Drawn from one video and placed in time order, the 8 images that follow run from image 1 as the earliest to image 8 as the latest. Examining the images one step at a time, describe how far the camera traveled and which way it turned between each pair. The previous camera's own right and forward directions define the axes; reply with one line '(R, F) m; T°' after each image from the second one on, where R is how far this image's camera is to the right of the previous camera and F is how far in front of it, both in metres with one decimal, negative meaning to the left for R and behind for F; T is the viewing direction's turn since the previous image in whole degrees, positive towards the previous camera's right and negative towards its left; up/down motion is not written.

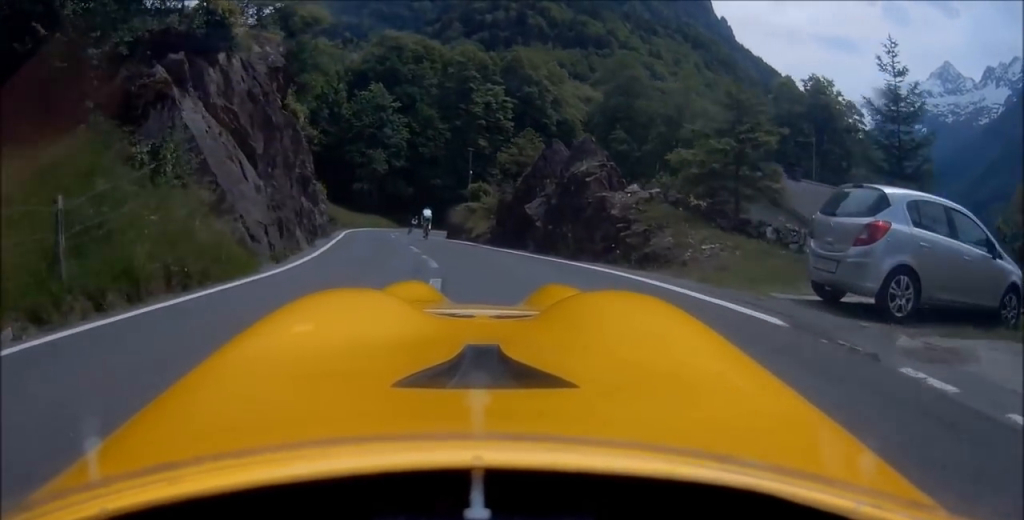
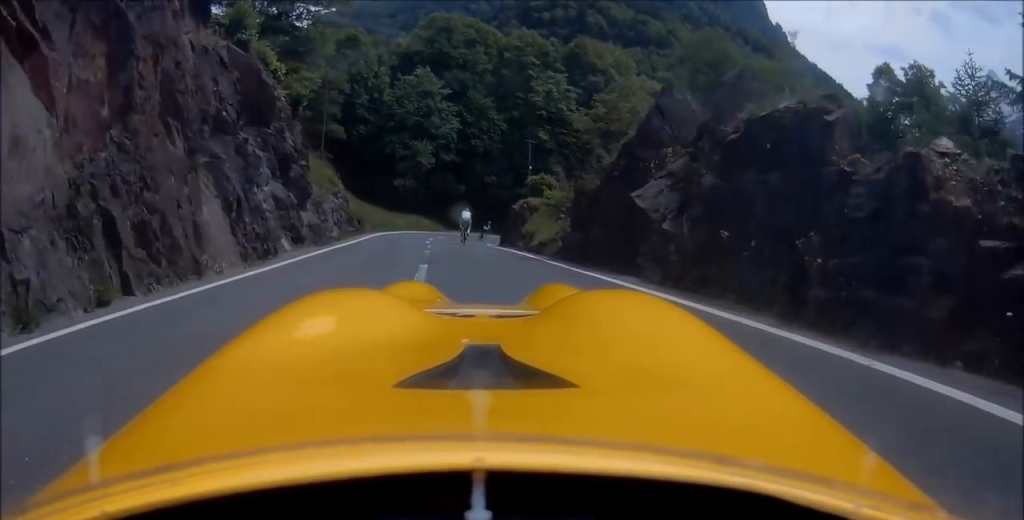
(-0.1, +9.2) m; 0°
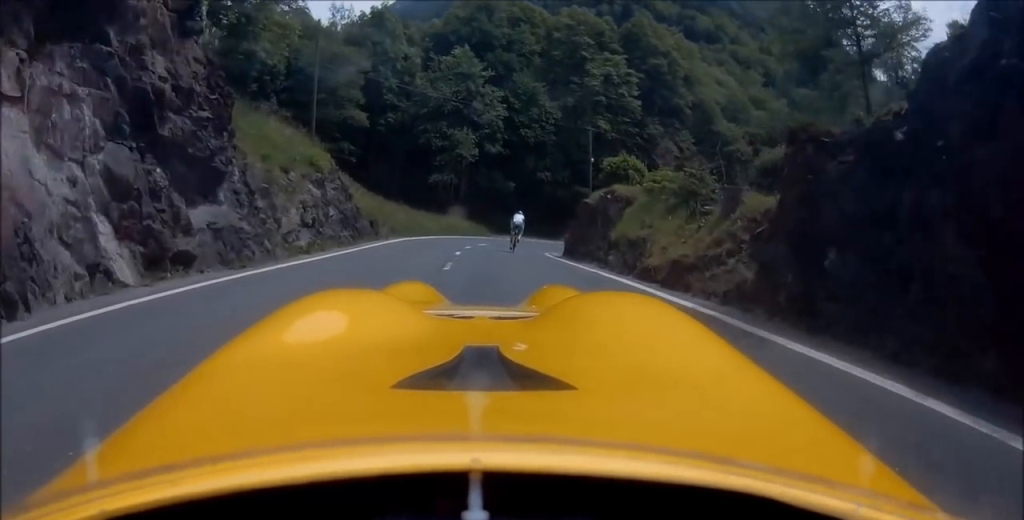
(0.0, +10.0) m; +1°
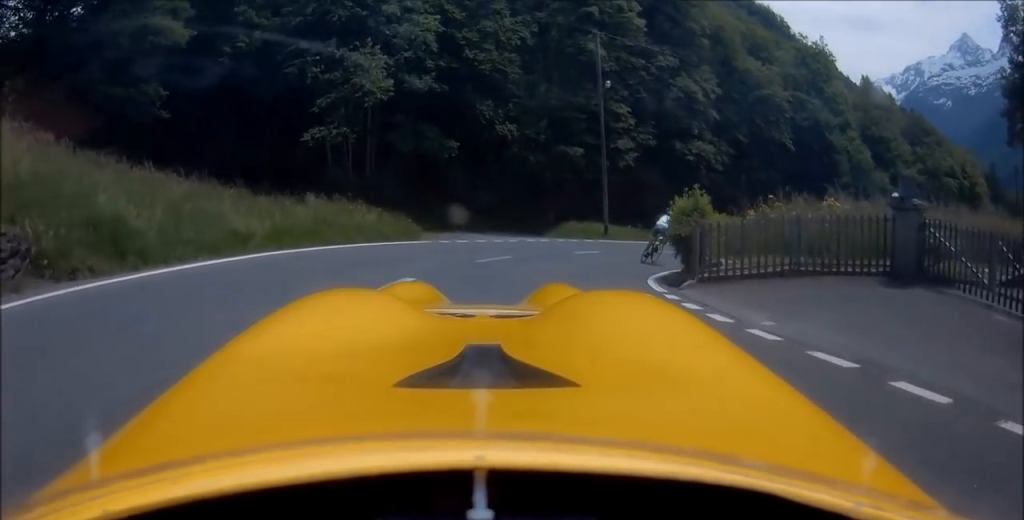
(+0.8, +25.1) m; +8°
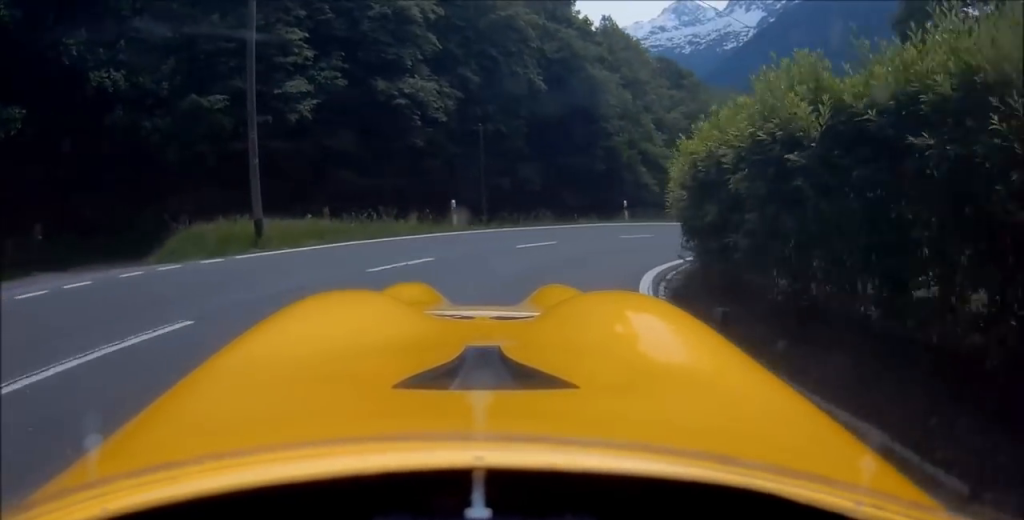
(+1.5, +17.6) m; +6°
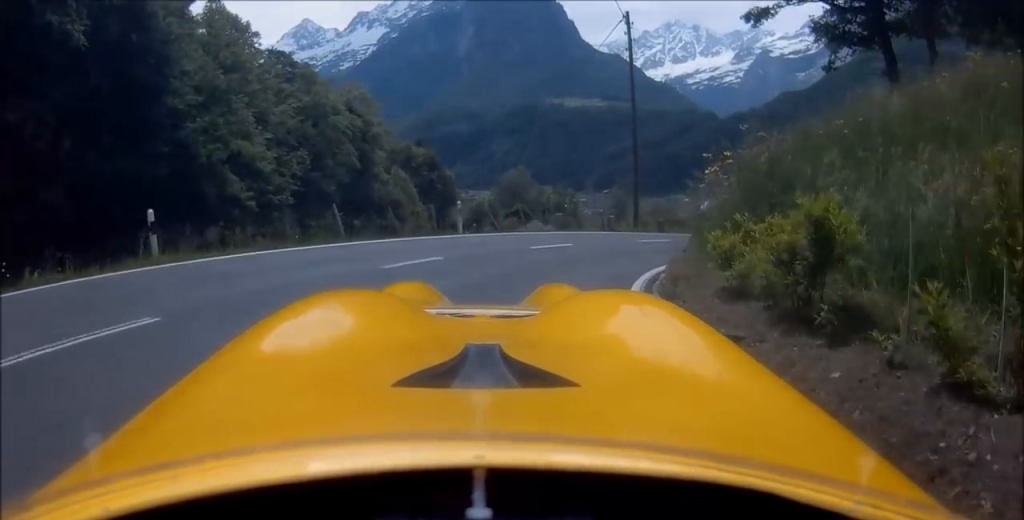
(+1.8, +16.0) m; +39°
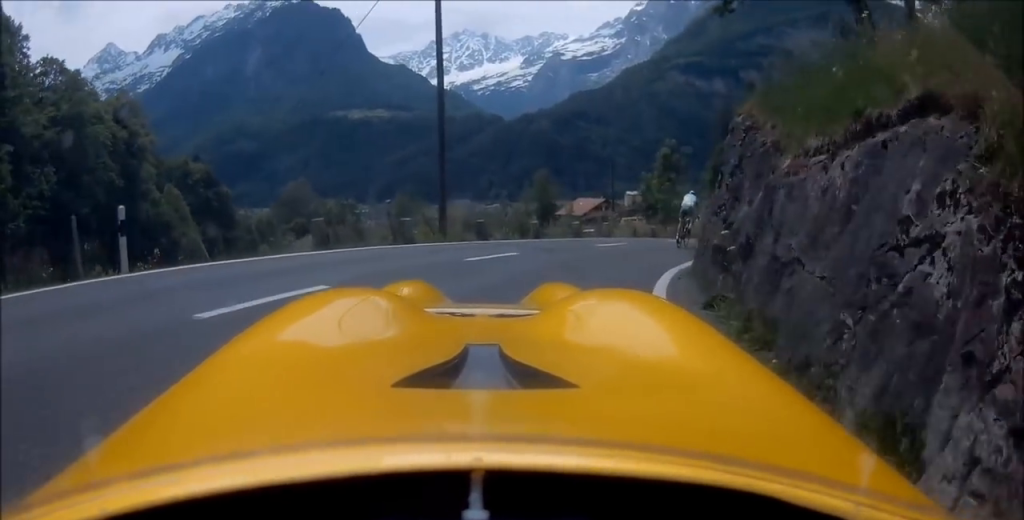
(+3.2, +6.4) m; +49°
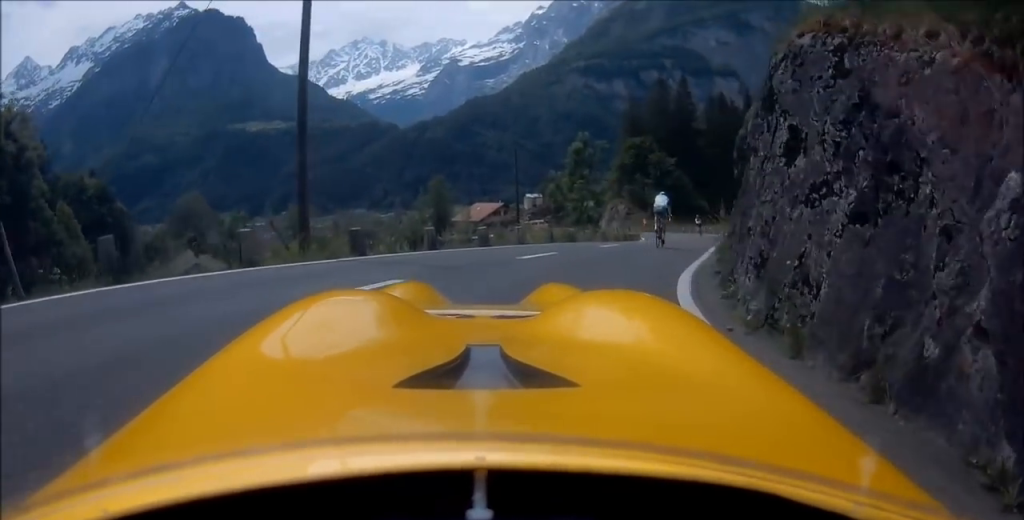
(+1.4, +4.9) m; +9°
